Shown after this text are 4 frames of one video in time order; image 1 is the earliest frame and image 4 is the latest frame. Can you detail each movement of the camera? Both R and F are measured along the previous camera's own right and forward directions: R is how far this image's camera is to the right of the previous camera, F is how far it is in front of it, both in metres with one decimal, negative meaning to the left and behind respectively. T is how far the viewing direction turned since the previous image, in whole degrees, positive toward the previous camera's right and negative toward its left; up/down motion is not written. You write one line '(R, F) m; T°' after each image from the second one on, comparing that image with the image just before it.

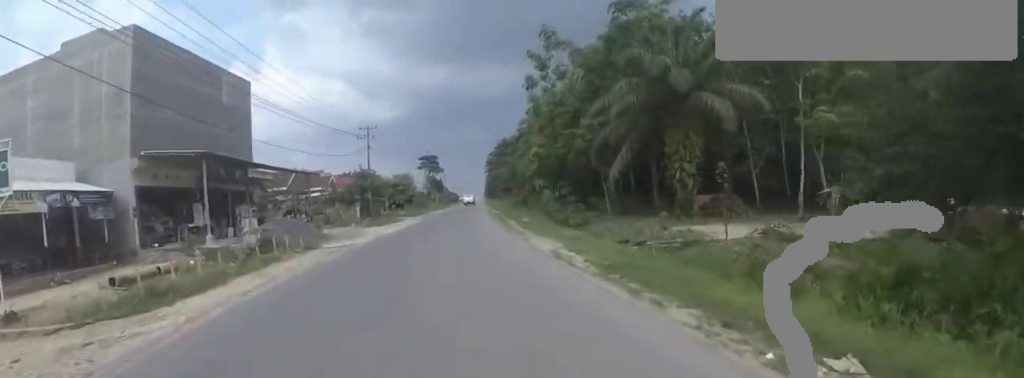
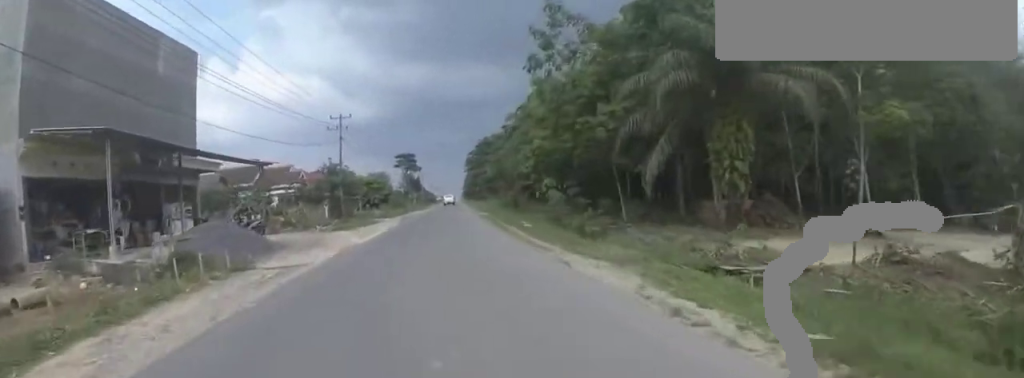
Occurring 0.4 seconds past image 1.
(0.0, +5.1) m; +2°
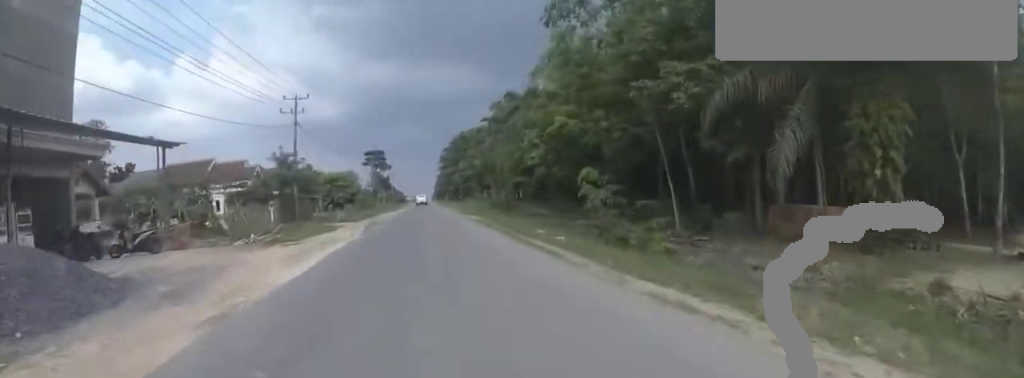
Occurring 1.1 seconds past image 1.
(+0.4, +7.6) m; +3°
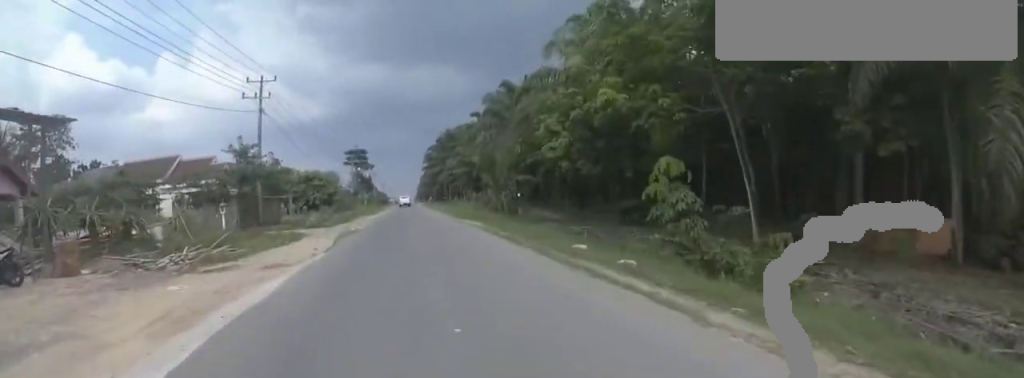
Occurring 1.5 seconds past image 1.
(+0.1, +5.3) m; +1°
